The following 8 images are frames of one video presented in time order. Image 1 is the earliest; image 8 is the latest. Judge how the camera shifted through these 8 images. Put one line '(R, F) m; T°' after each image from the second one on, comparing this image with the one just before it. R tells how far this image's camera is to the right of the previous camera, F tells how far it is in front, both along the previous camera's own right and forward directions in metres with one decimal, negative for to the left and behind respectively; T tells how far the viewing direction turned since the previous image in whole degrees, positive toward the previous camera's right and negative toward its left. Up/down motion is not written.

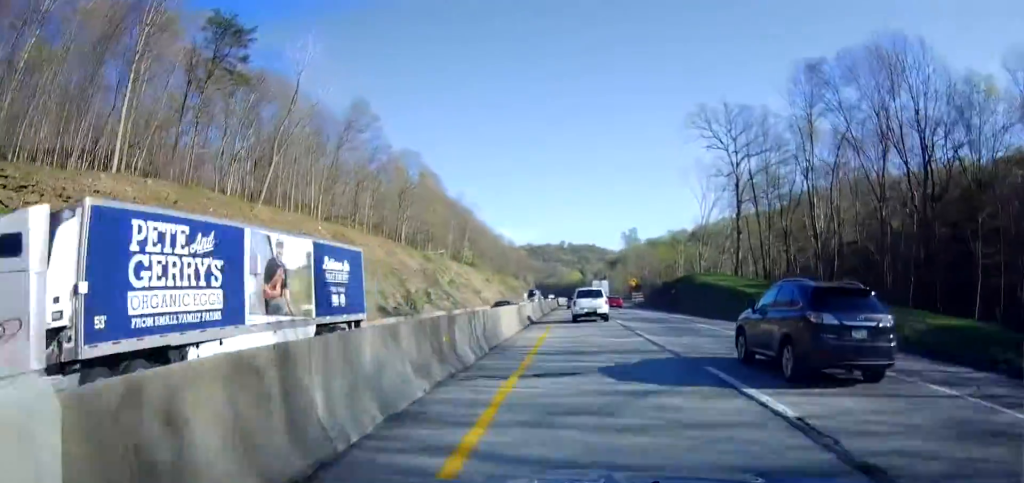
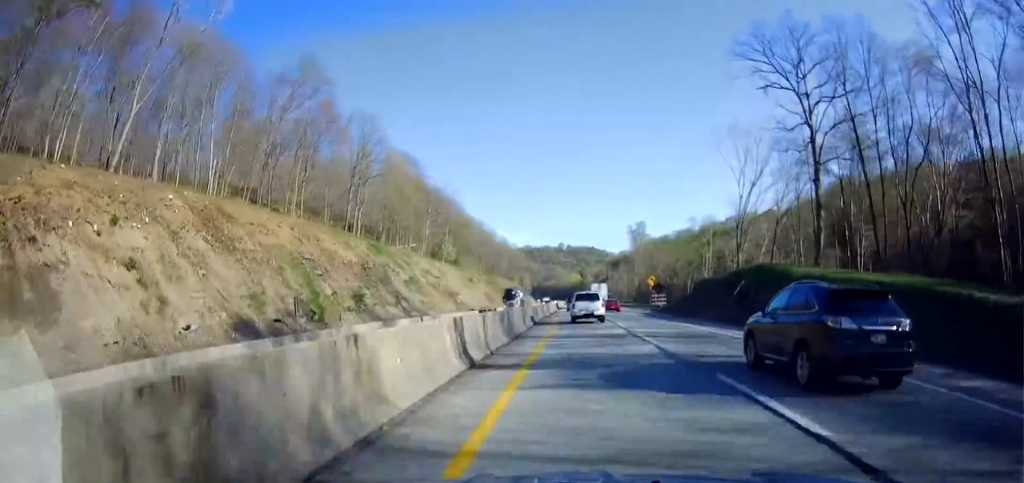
(+0.2, +25.8) m; +1°
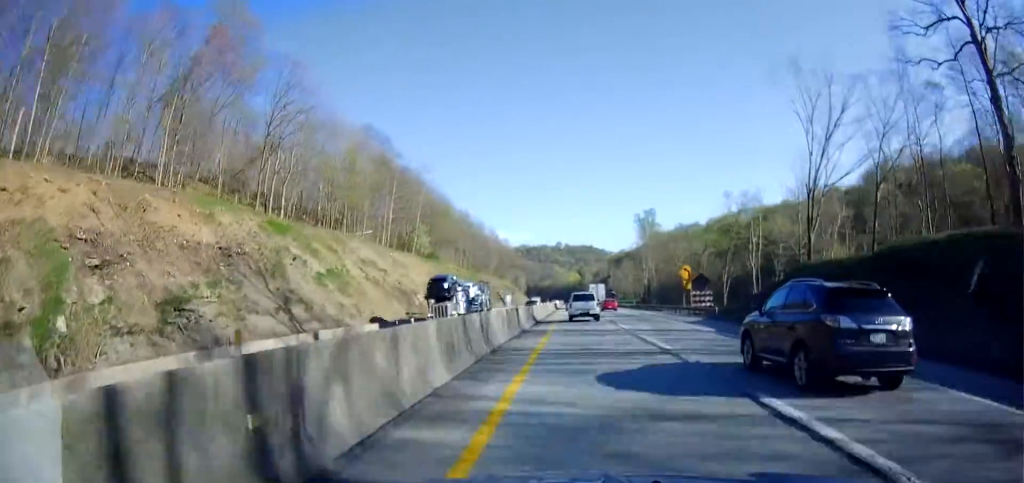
(0.0, +26.4) m; 0°
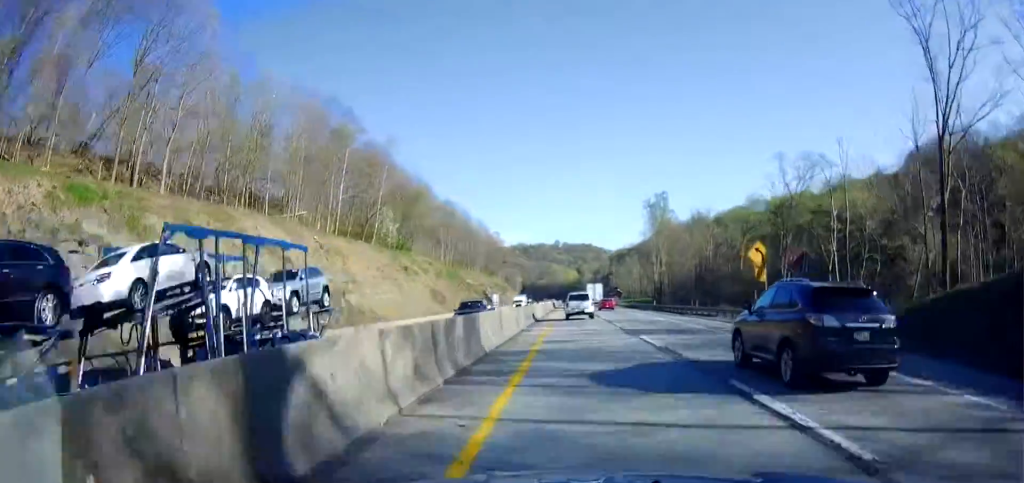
(+0.1, +23.8) m; 0°
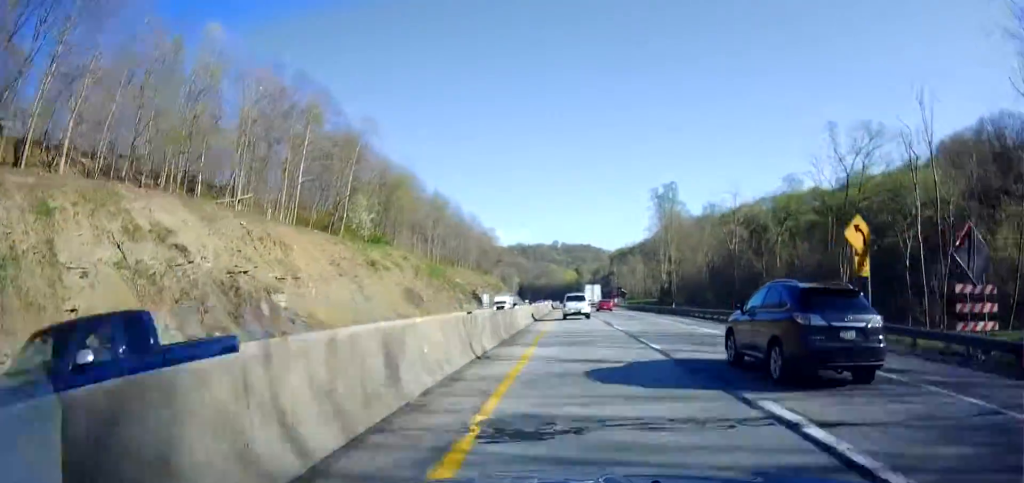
(+0.2, +13.6) m; 0°
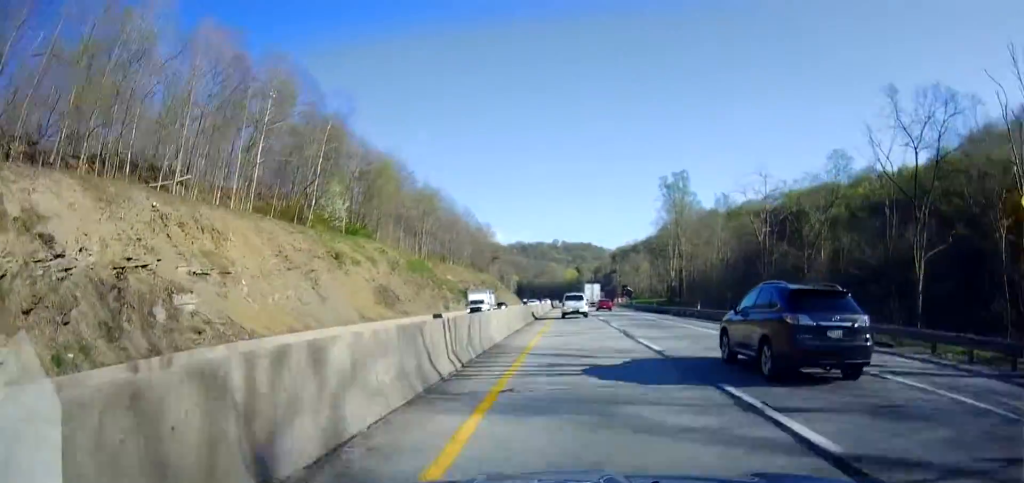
(-0.1, +11.1) m; 0°
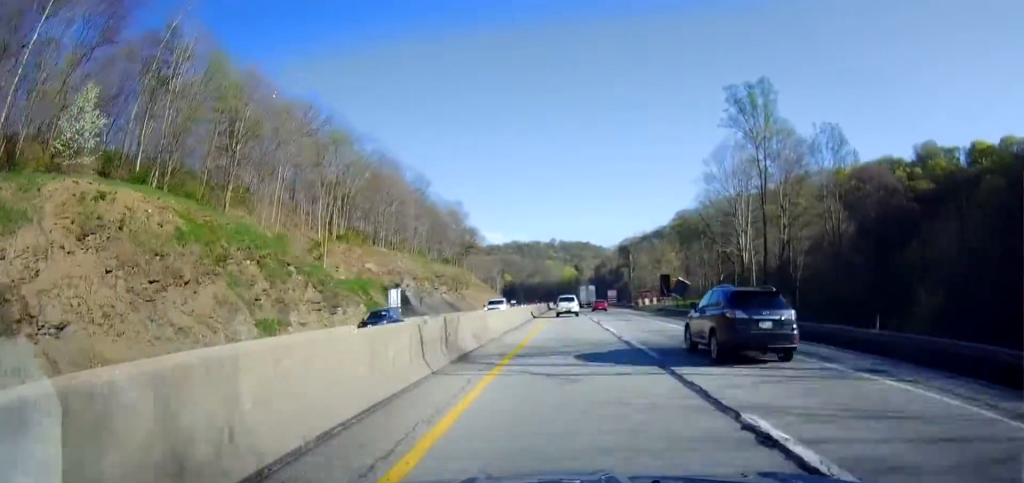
(-0.6, +50.3) m; 0°
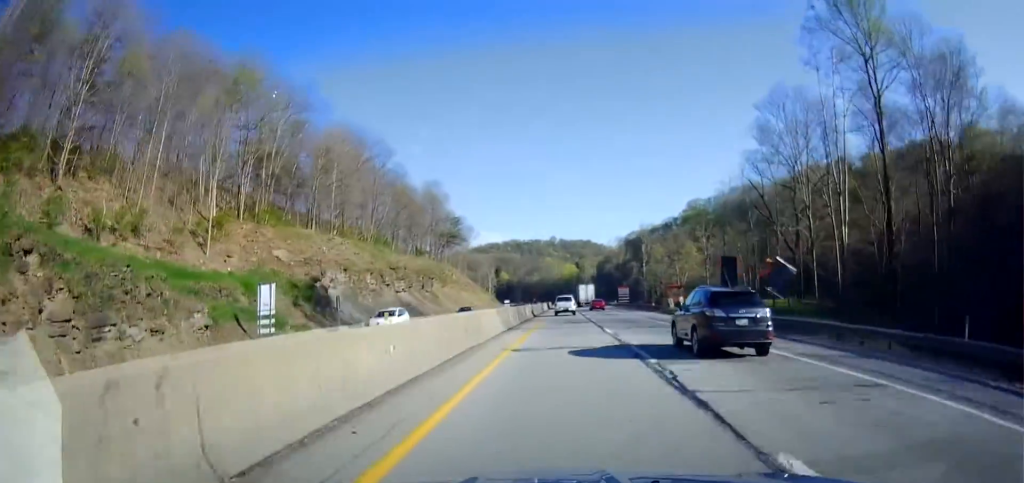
(+0.4, +26.0) m; 0°
